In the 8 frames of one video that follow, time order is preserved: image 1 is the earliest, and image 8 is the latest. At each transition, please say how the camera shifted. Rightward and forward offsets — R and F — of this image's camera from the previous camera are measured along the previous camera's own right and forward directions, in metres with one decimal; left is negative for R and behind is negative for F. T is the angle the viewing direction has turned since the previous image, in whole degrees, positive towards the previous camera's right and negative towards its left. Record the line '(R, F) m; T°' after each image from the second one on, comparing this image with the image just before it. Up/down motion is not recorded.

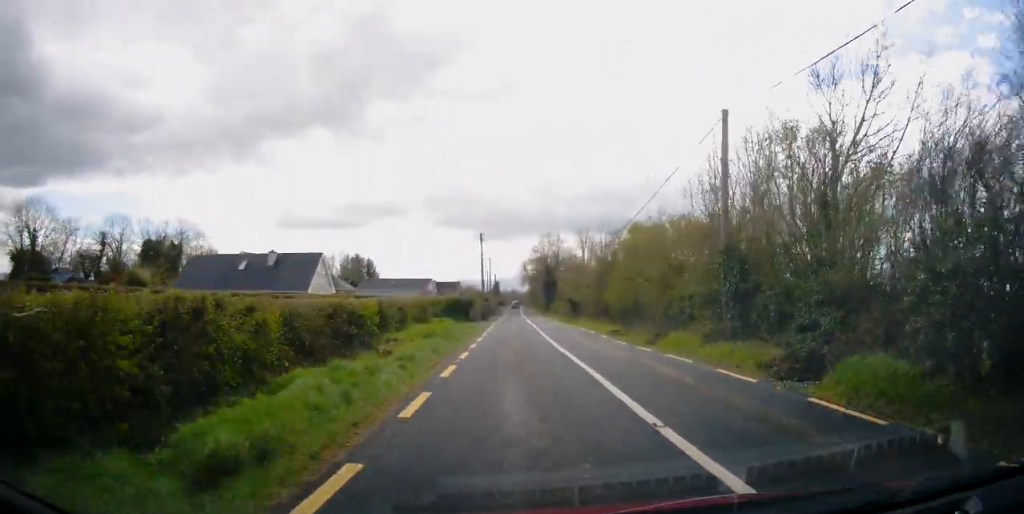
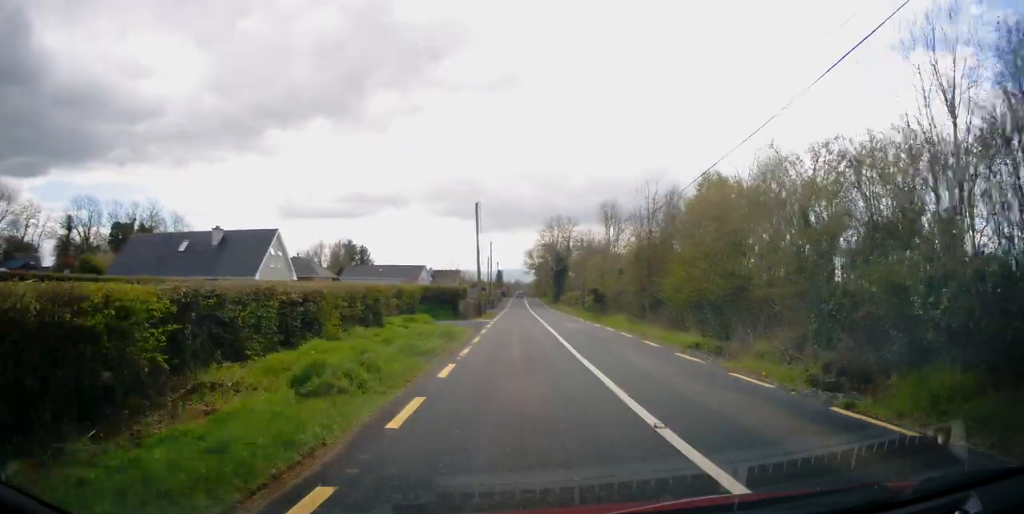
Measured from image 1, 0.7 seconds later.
(+0.1, +12.8) m; -1°
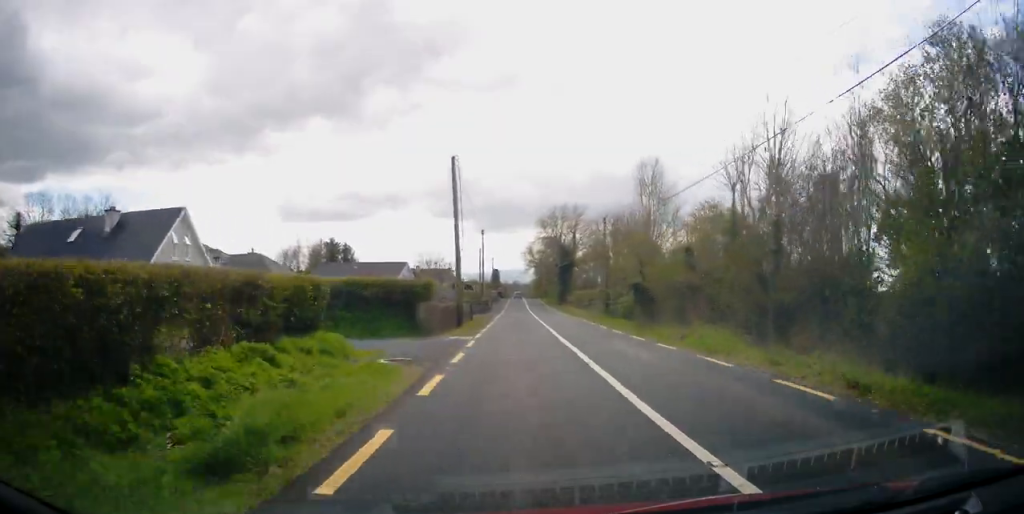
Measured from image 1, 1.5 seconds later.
(-0.3, +14.4) m; 0°
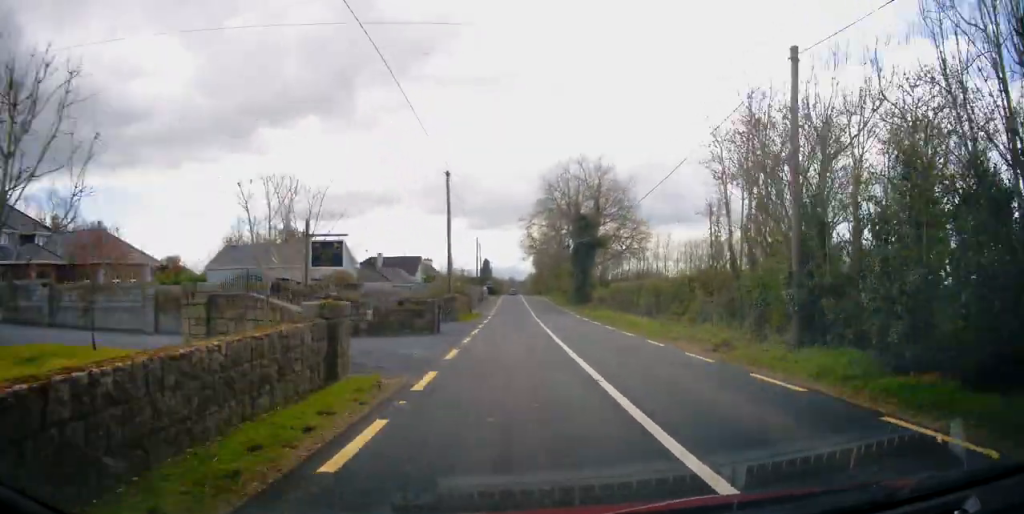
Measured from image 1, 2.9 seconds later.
(+0.6, +27.9) m; +1°
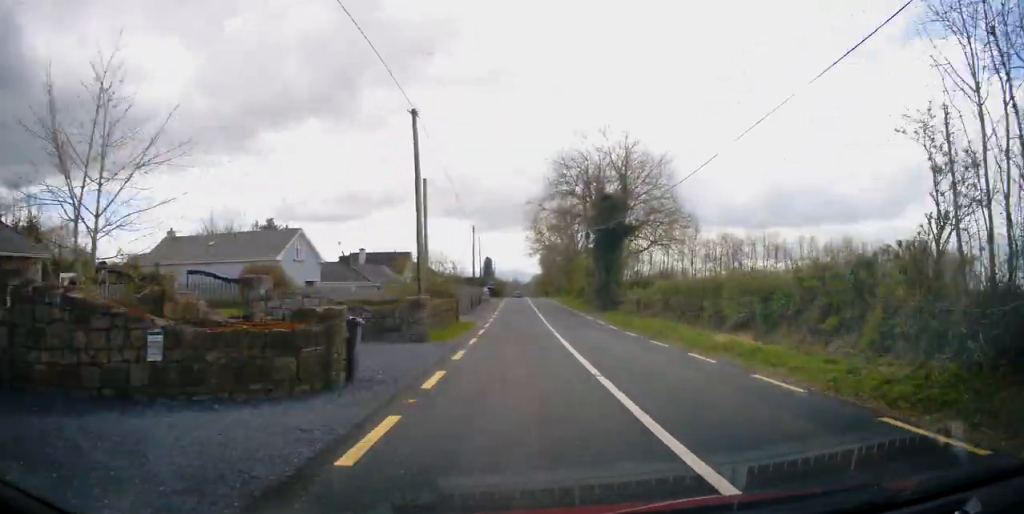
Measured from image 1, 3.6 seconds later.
(-0.1, +12.0) m; -1°
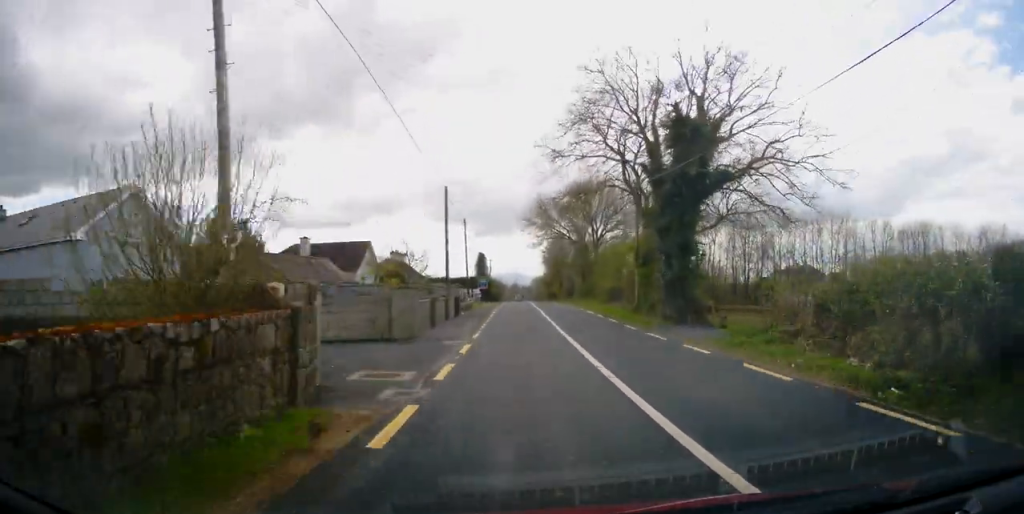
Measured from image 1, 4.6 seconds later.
(-0.1, +19.8) m; -1°
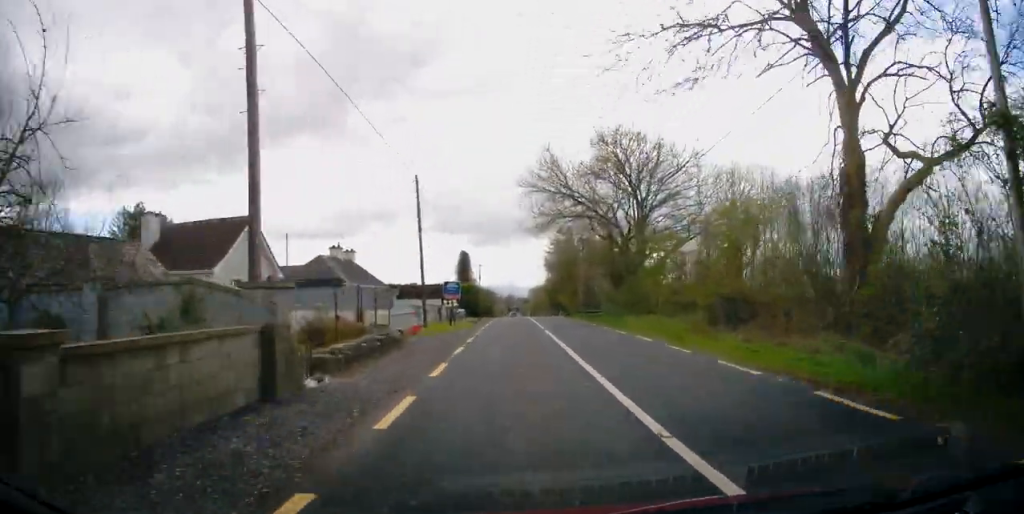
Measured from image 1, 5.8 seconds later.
(-0.2, +23.8) m; 0°
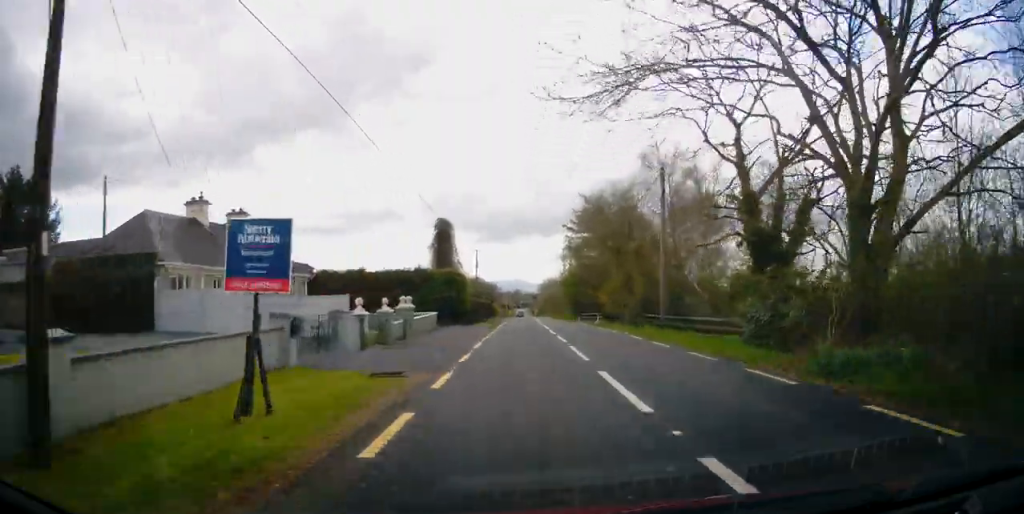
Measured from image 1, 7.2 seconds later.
(+0.4, +25.5) m; 0°
